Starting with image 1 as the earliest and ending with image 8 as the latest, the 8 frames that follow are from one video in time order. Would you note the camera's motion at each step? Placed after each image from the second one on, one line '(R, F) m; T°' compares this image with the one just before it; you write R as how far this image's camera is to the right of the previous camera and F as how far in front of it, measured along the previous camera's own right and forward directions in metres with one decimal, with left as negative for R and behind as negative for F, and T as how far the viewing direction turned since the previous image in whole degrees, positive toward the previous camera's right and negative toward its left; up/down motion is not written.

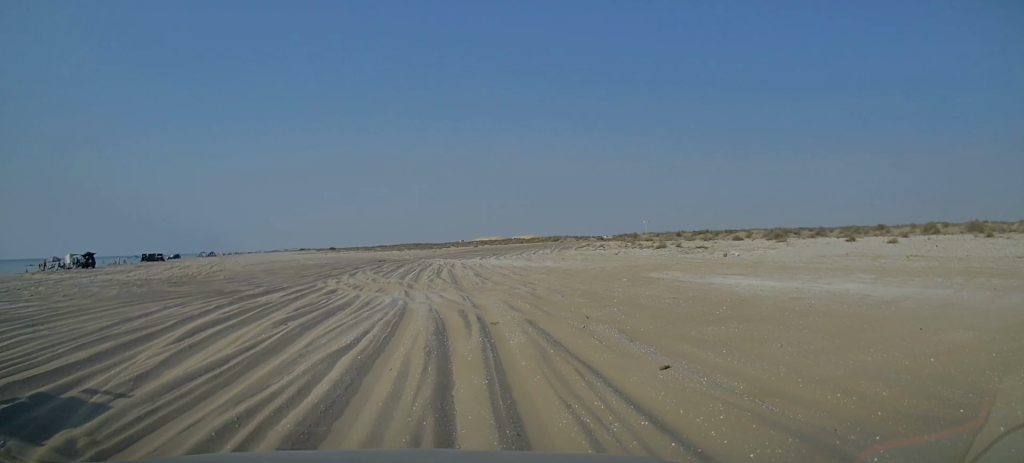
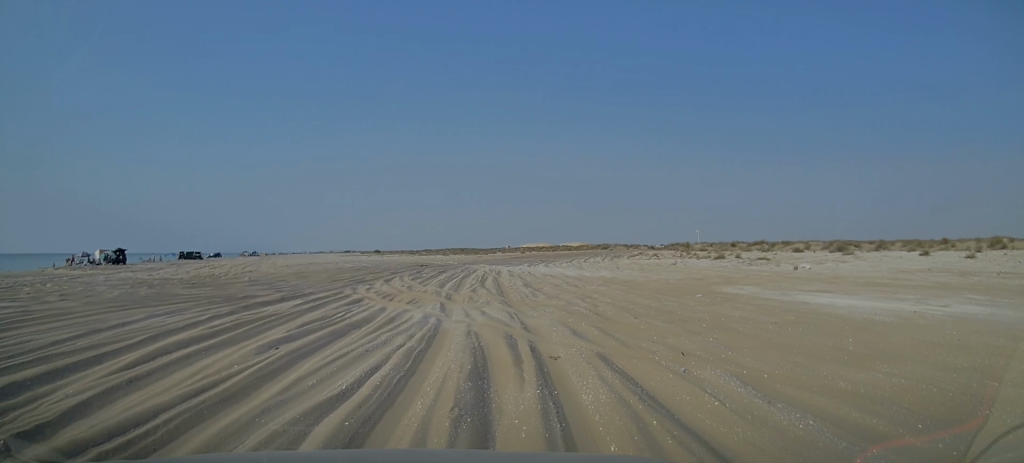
(0.0, +3.1) m; -3°
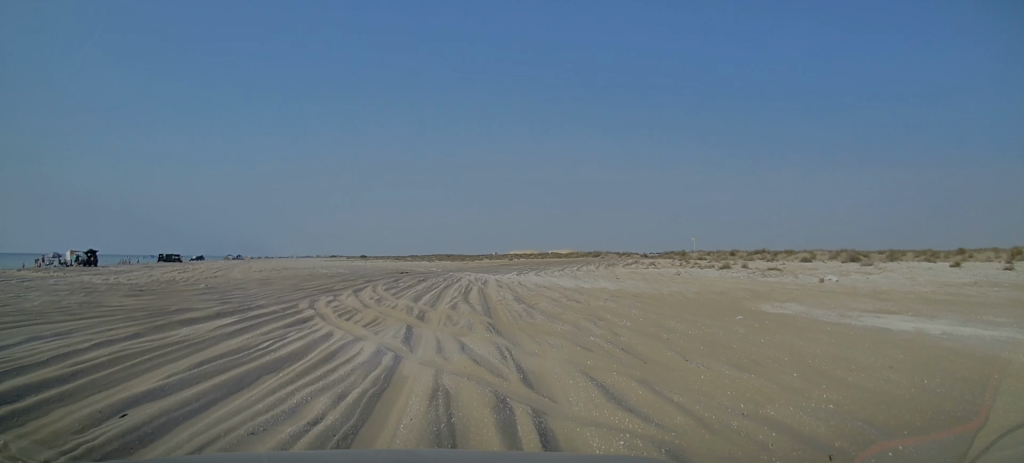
(-0.2, +4.1) m; -2°
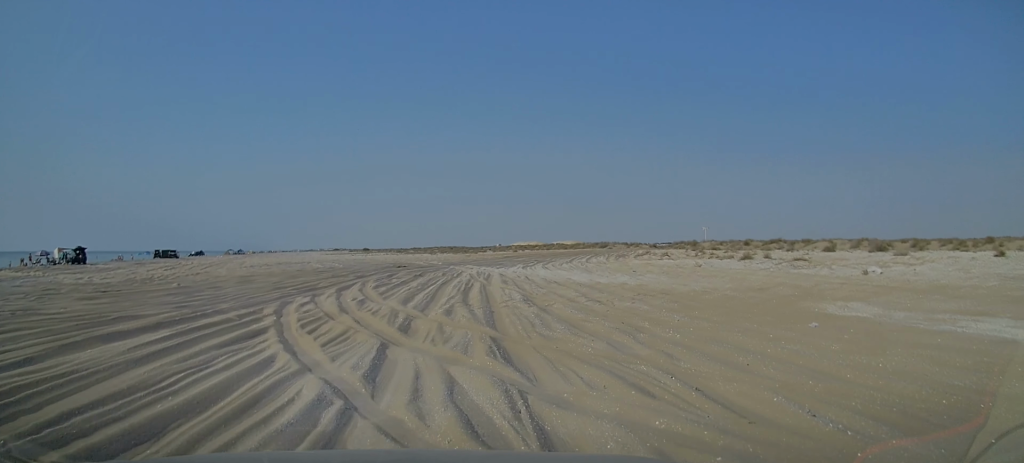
(-0.1, +3.3) m; 0°
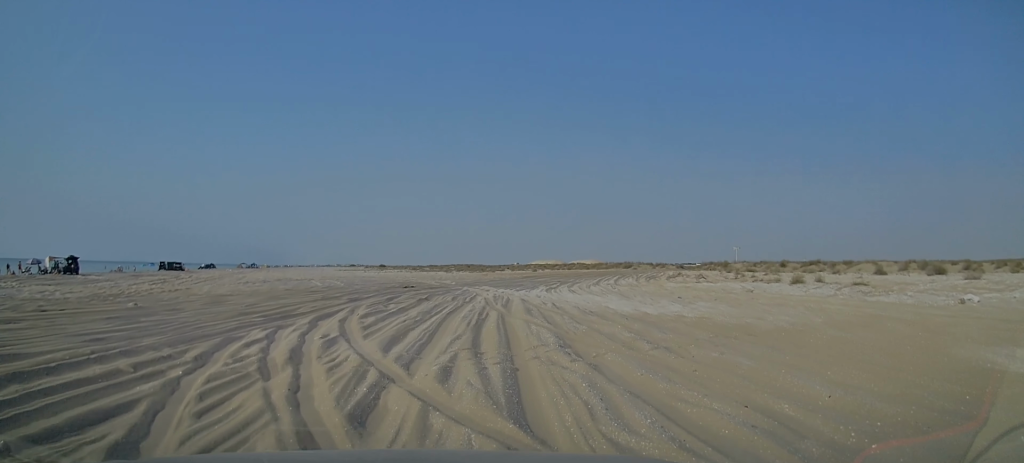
(+0.2, +5.0) m; +2°
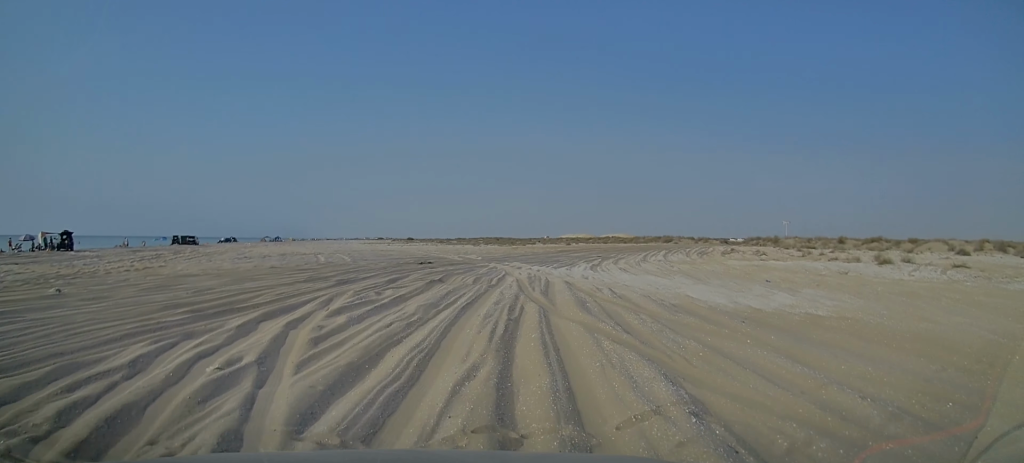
(0.0, +6.6) m; -1°
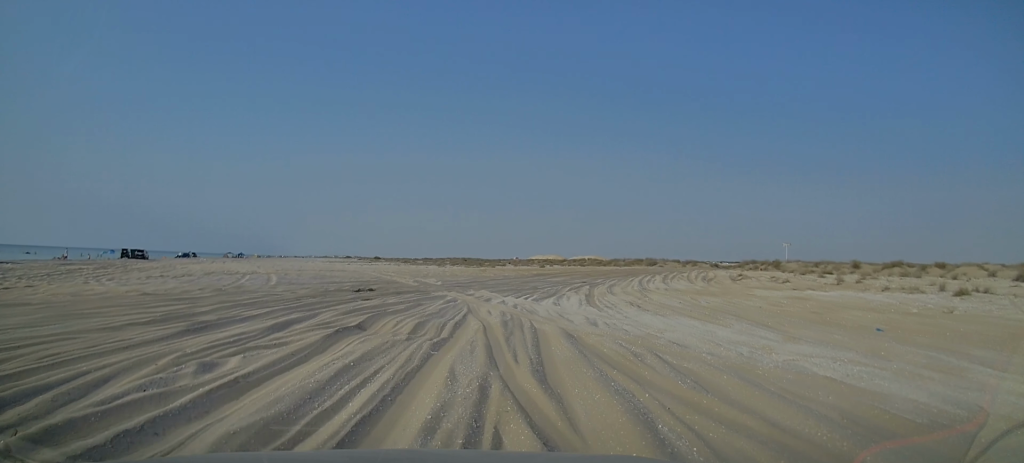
(0.0, +8.7) m; 0°
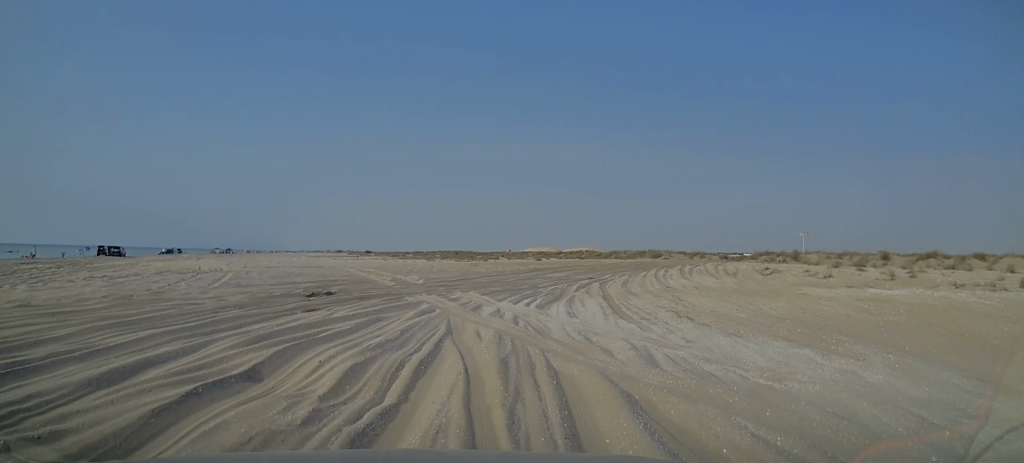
(0.0, +5.7) m; -1°
